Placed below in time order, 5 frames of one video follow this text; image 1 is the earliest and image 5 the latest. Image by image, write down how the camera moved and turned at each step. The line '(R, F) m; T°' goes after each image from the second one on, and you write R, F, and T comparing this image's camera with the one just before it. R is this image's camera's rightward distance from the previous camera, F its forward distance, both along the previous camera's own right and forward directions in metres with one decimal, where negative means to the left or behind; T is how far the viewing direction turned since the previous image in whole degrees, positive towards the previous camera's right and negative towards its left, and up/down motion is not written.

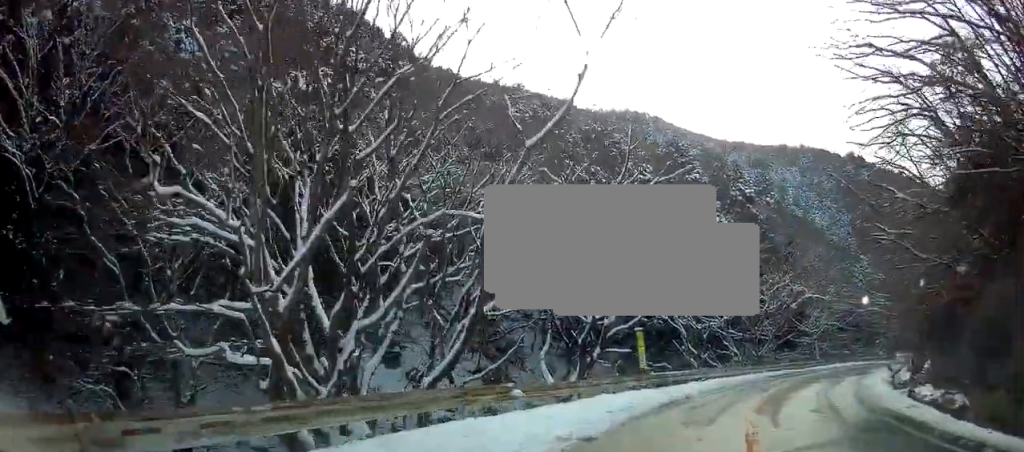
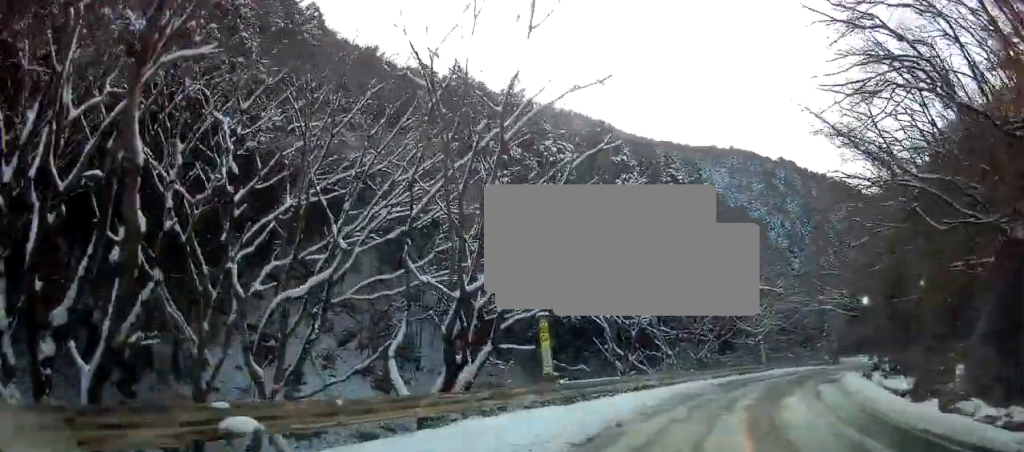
(-0.2, +9.2) m; +6°
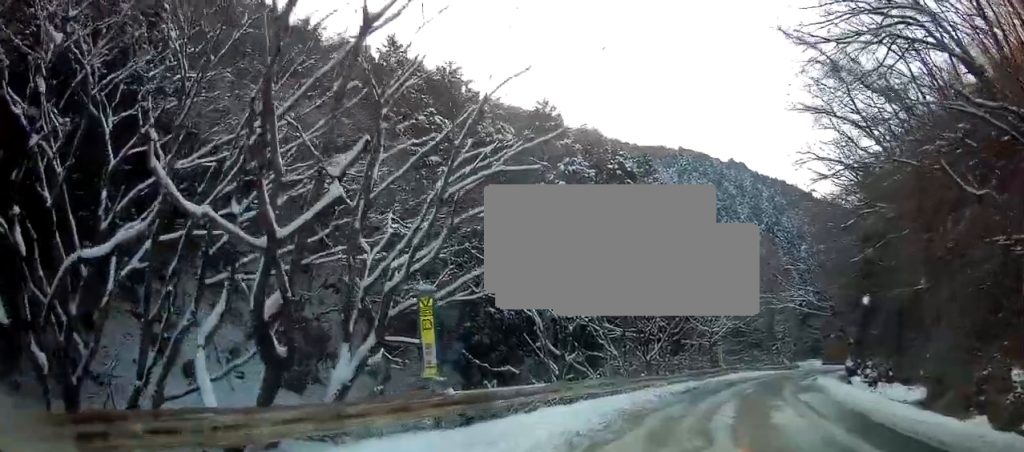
(+0.8, +5.6) m; +6°
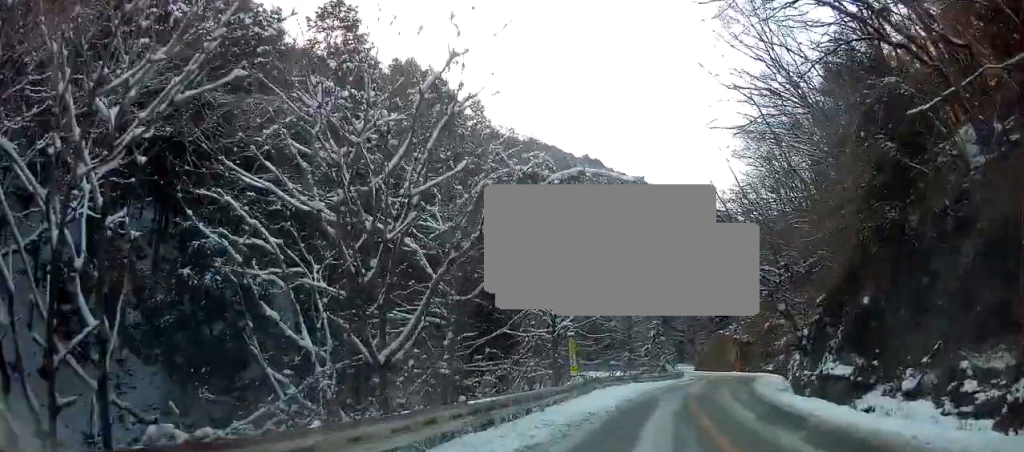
(+1.5, +22.8) m; +1°
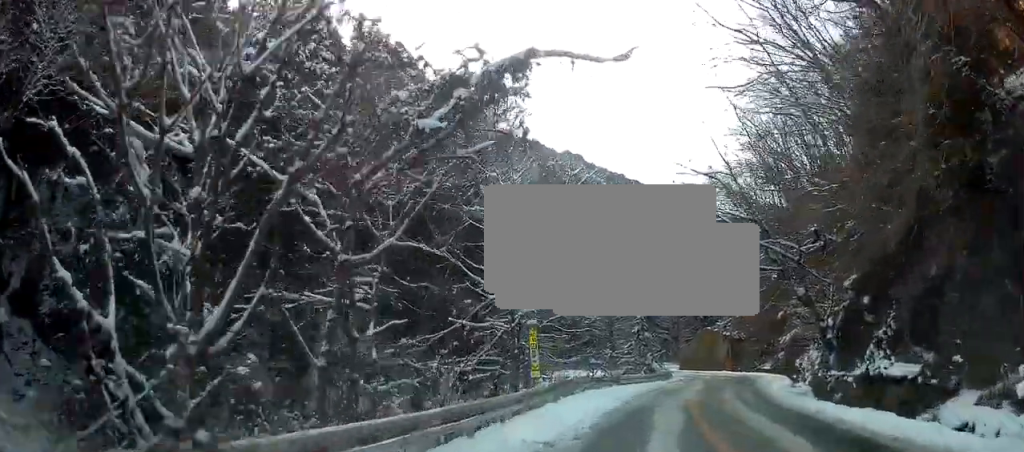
(-0.7, +6.2) m; 0°
